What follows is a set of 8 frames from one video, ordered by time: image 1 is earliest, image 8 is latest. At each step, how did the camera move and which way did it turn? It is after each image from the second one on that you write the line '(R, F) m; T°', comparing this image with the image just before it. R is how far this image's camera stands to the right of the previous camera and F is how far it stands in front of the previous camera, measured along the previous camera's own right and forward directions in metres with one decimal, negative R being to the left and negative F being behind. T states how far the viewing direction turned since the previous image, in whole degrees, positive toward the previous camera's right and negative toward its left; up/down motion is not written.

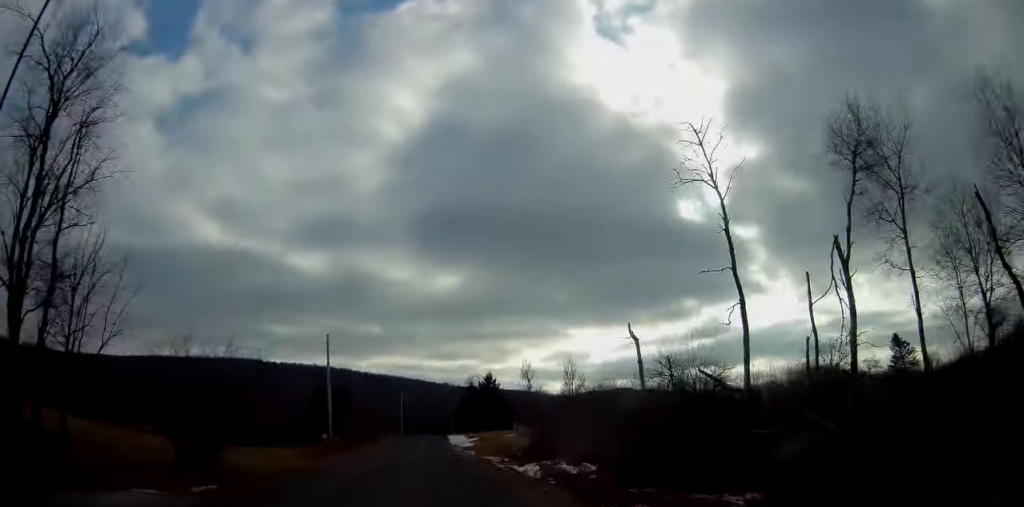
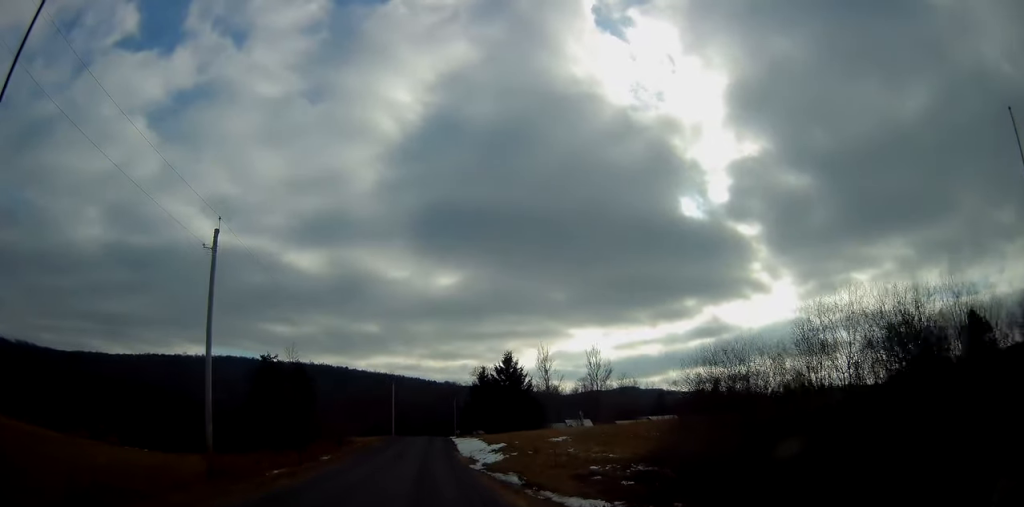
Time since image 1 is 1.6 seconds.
(+0.2, +28.2) m; 0°
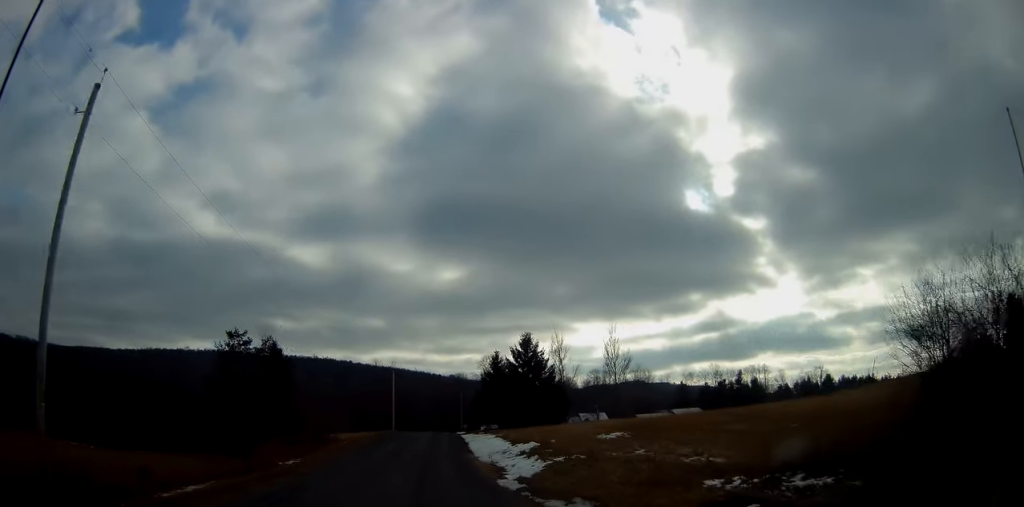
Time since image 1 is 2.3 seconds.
(0.0, +12.1) m; 0°
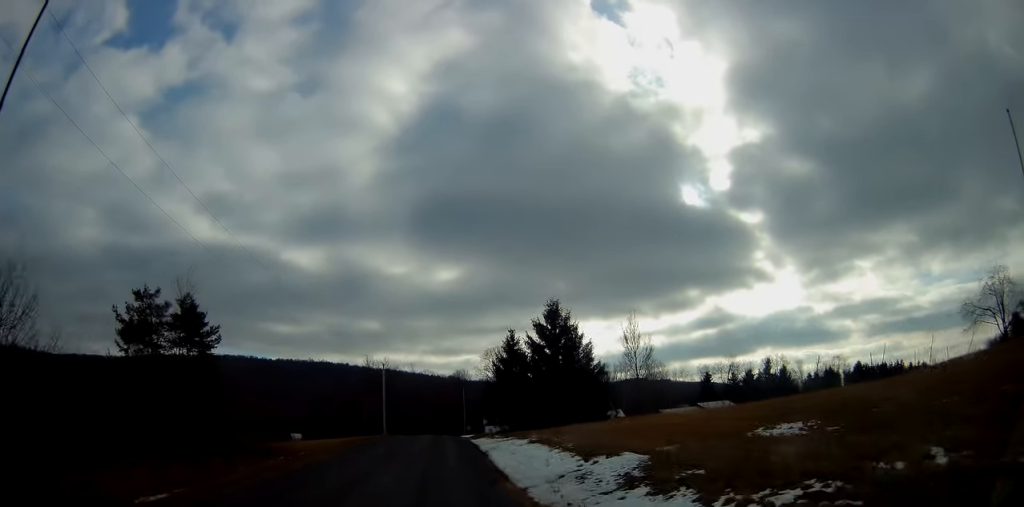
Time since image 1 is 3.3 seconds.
(0.0, +16.6) m; -1°
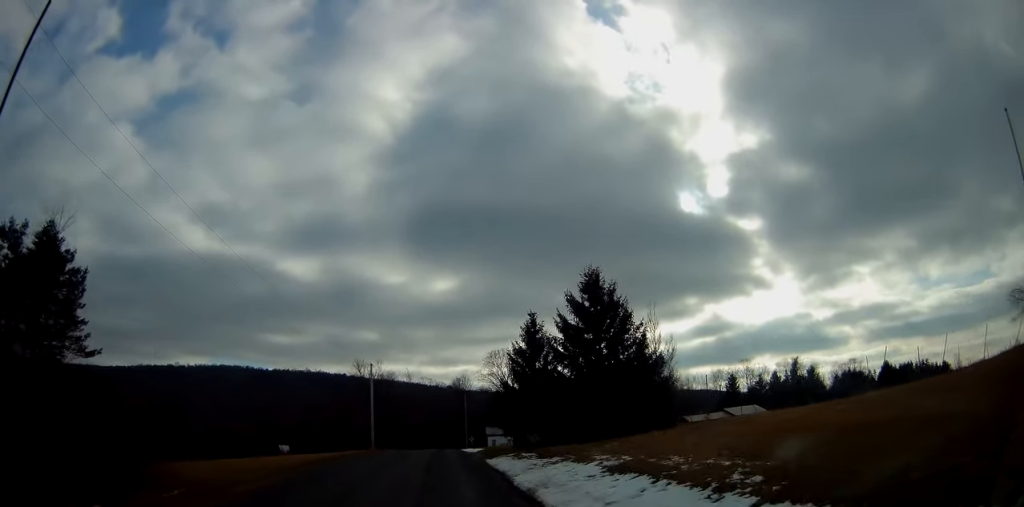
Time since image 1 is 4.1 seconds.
(-0.2, +13.6) m; 0°
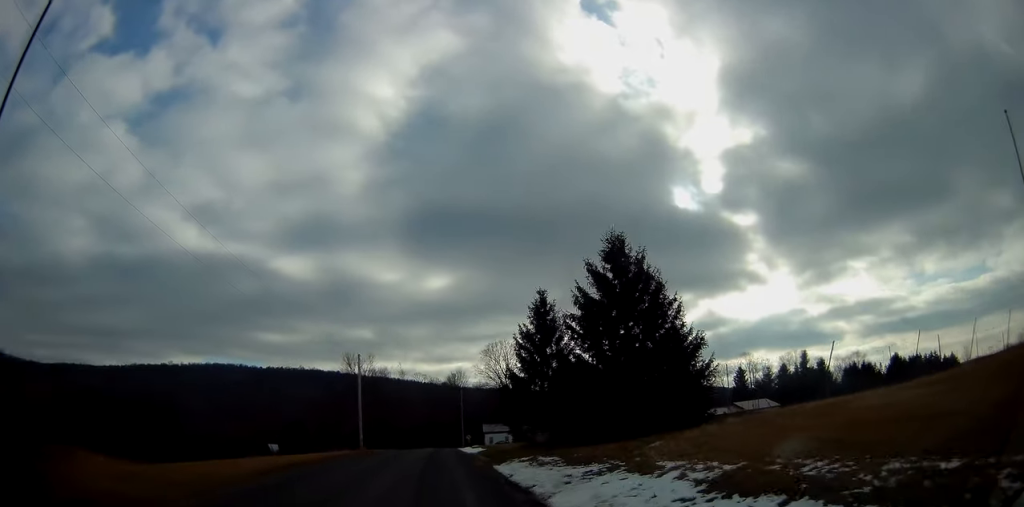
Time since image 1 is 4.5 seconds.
(-0.1, +6.5) m; 0°
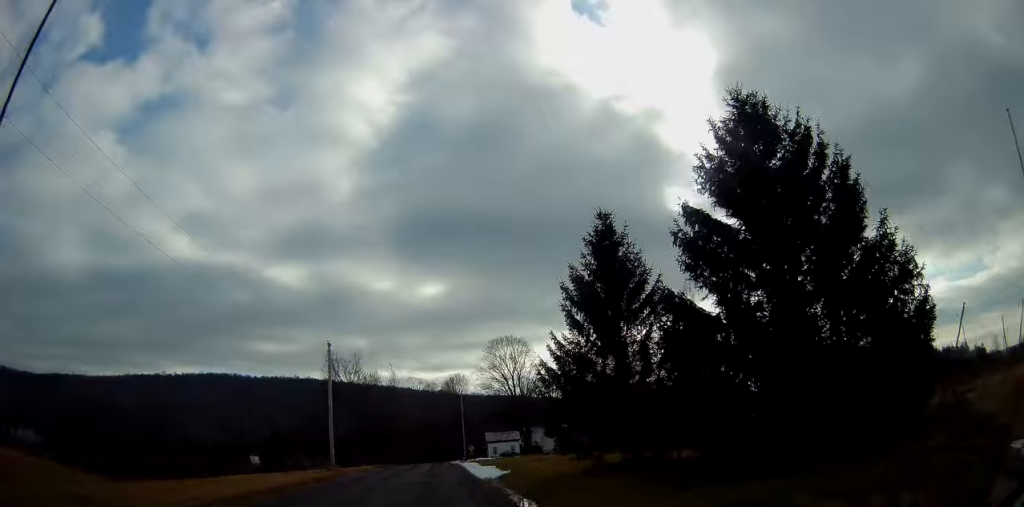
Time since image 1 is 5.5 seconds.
(+0.3, +16.0) m; +2°
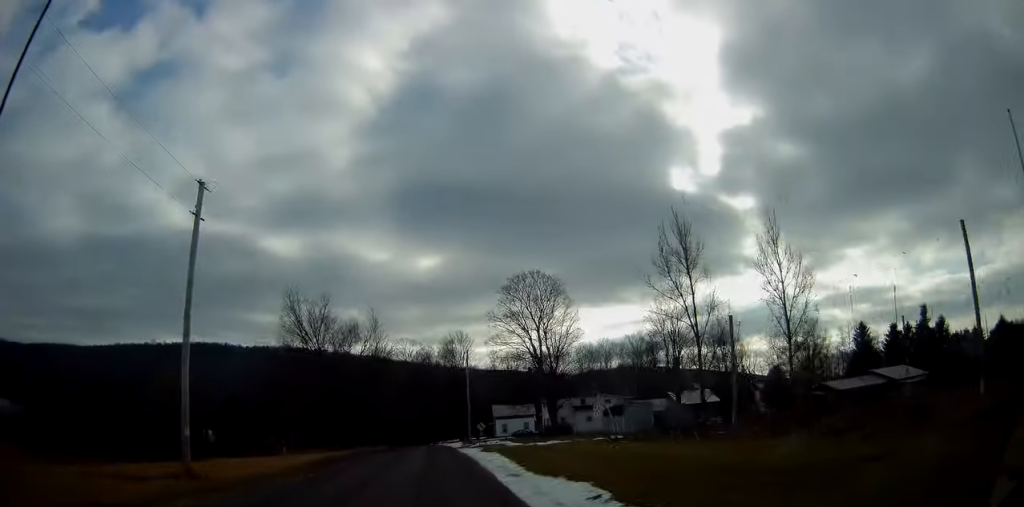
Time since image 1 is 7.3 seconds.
(0.0, +27.7) m; 0°
